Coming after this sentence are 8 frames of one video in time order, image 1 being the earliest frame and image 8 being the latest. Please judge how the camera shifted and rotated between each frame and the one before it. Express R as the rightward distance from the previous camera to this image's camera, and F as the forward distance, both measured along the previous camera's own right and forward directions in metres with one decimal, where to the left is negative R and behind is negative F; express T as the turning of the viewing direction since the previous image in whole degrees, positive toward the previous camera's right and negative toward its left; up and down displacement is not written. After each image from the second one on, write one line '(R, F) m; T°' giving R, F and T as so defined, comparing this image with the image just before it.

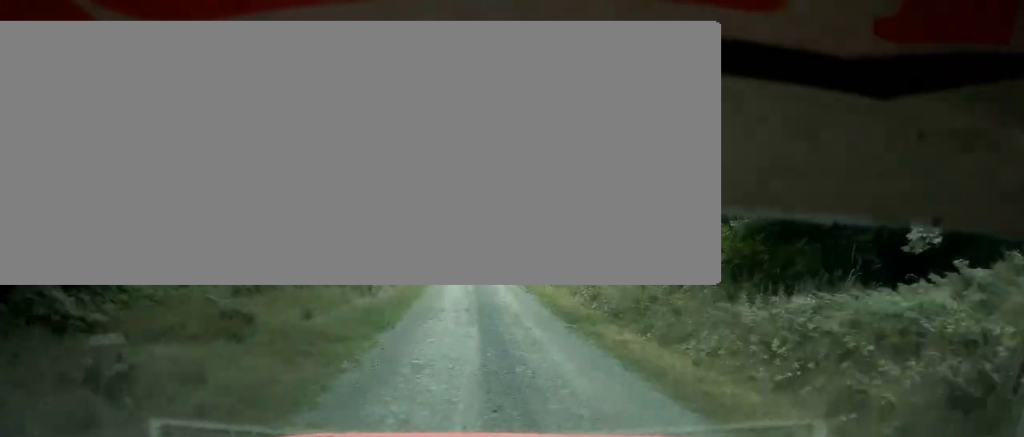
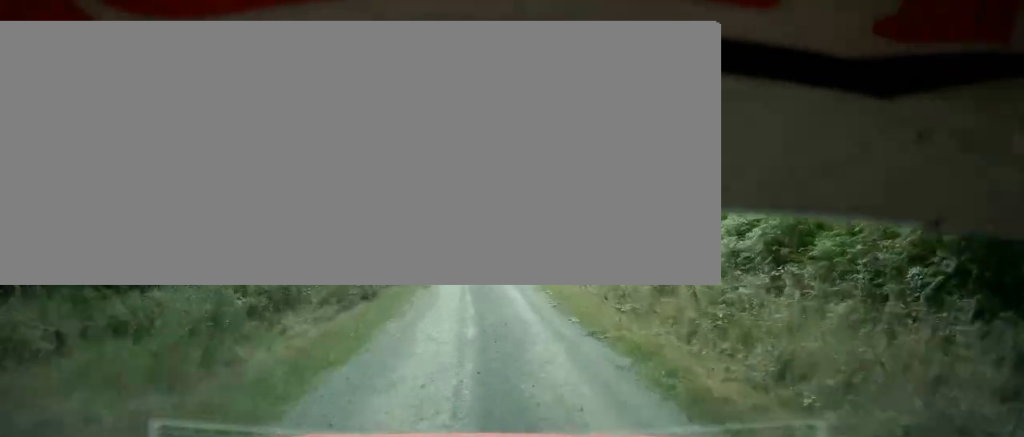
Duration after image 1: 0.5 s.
(-0.3, +12.6) m; -1°
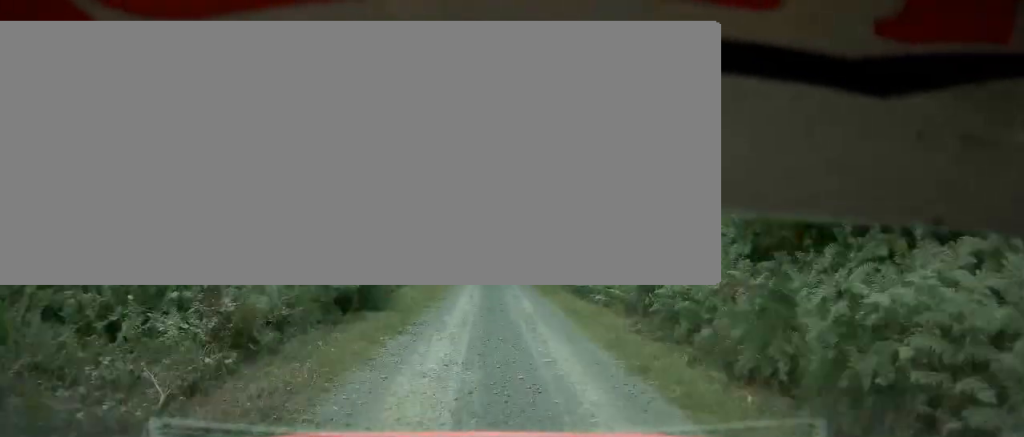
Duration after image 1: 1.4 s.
(-1.3, +27.2) m; -2°
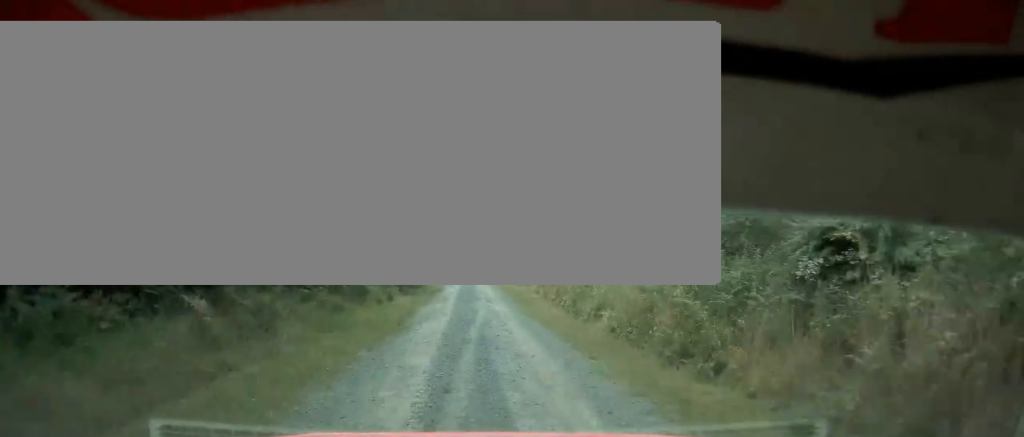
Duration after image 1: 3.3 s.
(+1.7, +63.4) m; +3°
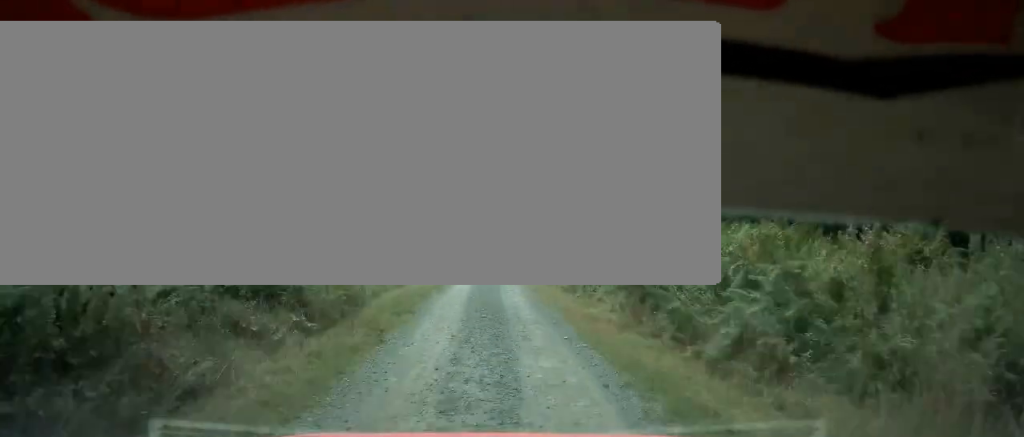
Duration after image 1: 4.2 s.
(+0.3, +31.3) m; 0°
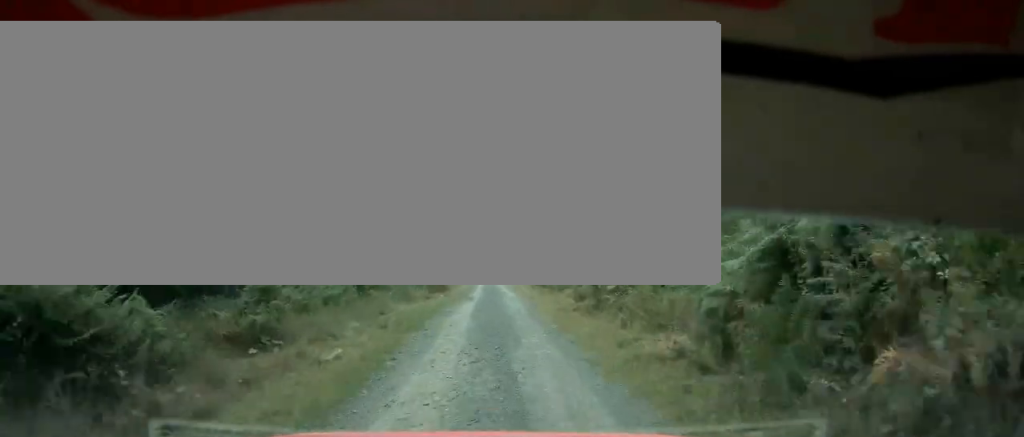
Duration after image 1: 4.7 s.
(-0.2, +16.8) m; 0°
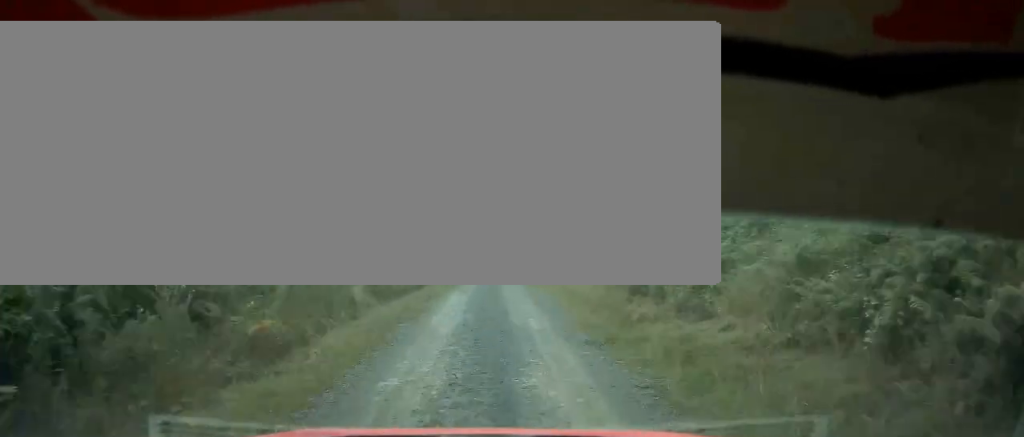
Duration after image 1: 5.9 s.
(-0.4, +42.8) m; -1°
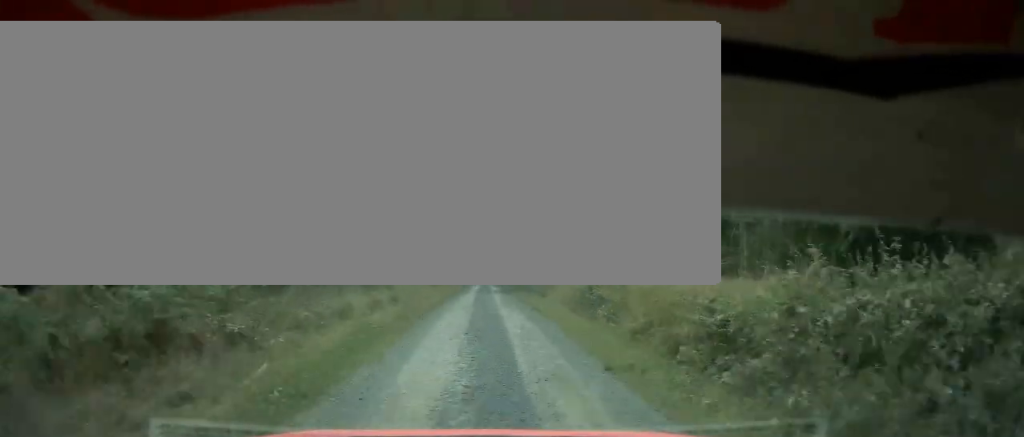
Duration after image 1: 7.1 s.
(0.0, +47.5) m; 0°
